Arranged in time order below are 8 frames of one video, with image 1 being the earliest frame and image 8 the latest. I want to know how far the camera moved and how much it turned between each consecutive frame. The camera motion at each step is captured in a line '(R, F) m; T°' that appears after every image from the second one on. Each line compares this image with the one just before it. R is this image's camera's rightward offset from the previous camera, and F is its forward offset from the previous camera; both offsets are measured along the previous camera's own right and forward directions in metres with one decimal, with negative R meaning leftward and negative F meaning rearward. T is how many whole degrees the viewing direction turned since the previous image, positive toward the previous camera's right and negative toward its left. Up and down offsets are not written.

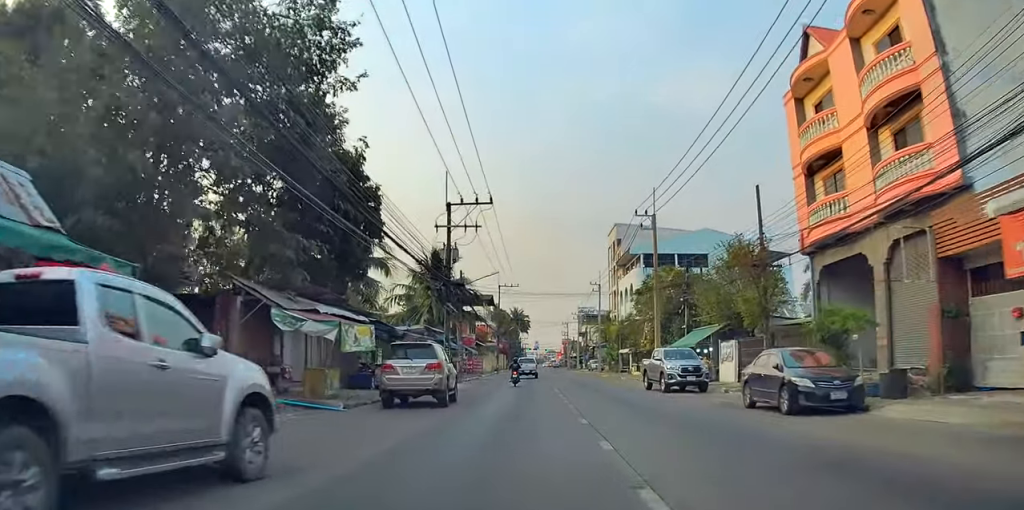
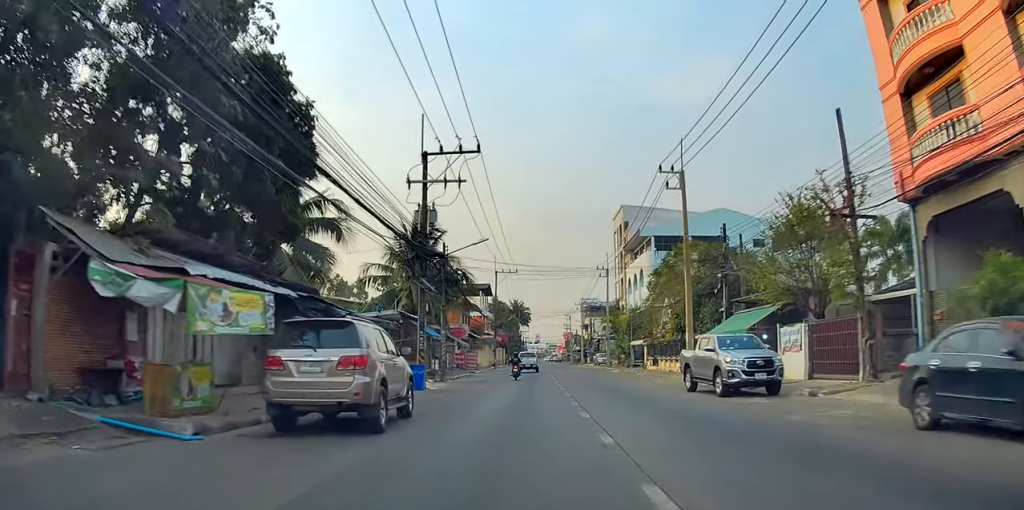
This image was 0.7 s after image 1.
(+0.6, +7.7) m; 0°
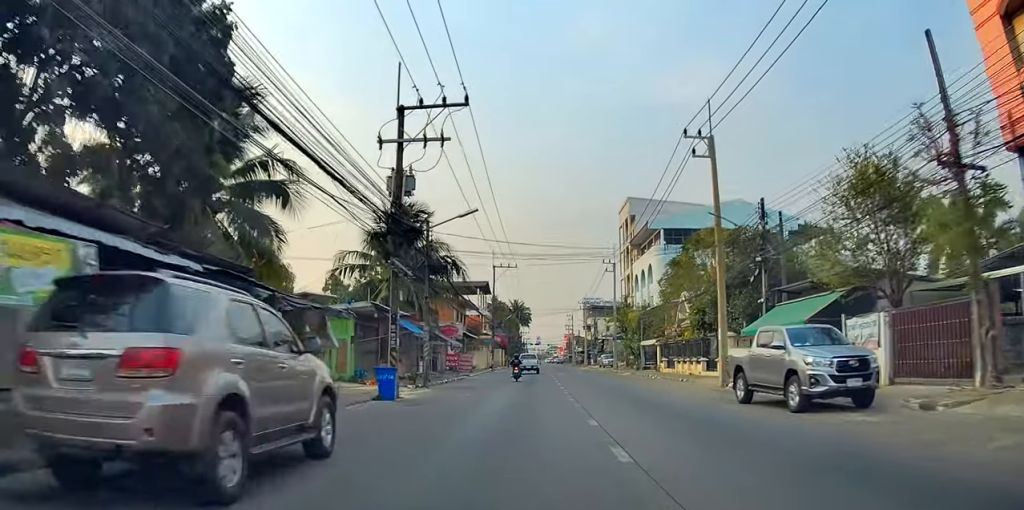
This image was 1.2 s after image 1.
(-0.3, +5.0) m; 0°
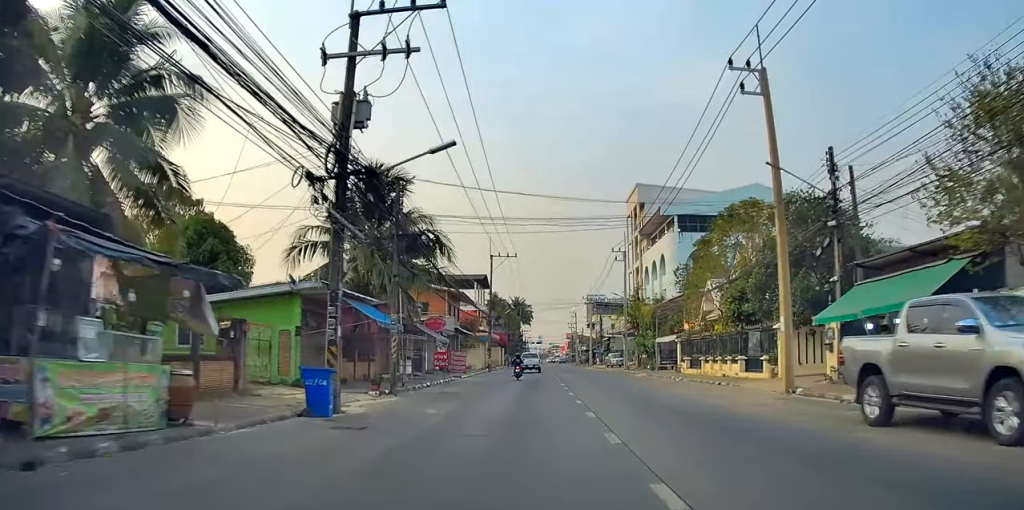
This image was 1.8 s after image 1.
(-0.4, +6.4) m; 0°
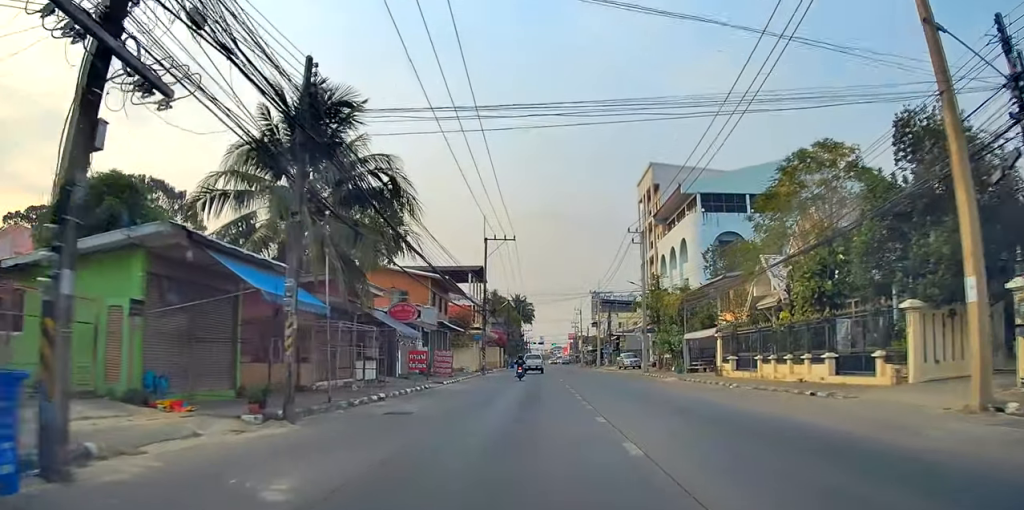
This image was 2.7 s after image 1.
(+0.6, +8.7) m; +3°
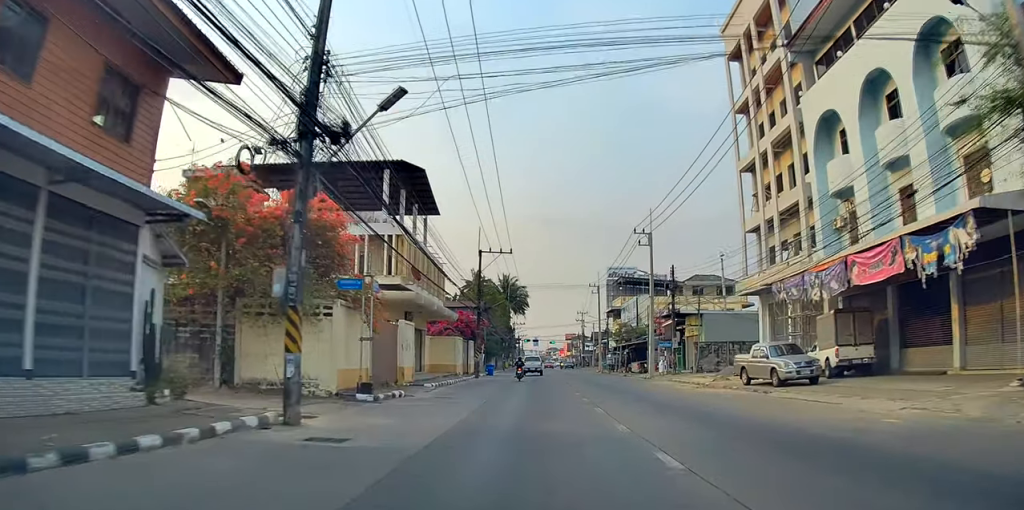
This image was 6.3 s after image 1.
(-1.6, +39.7) m; -2°
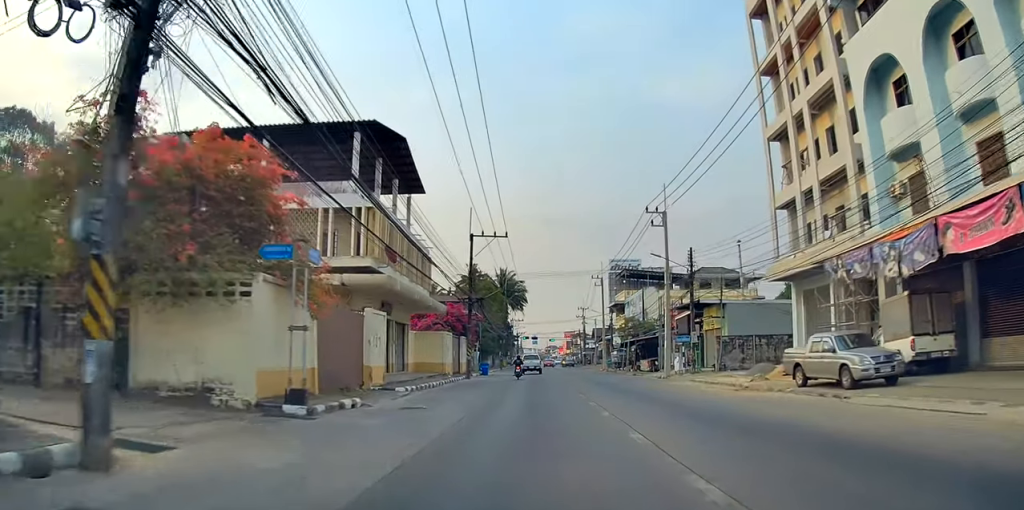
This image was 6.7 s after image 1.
(+0.1, +5.1) m; -2°
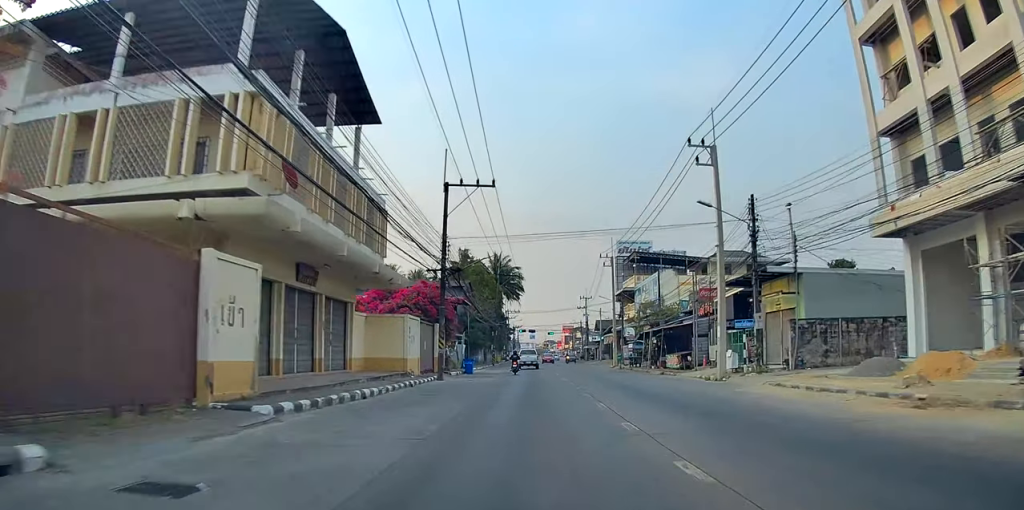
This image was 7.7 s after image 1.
(-0.7, +11.3) m; 0°
